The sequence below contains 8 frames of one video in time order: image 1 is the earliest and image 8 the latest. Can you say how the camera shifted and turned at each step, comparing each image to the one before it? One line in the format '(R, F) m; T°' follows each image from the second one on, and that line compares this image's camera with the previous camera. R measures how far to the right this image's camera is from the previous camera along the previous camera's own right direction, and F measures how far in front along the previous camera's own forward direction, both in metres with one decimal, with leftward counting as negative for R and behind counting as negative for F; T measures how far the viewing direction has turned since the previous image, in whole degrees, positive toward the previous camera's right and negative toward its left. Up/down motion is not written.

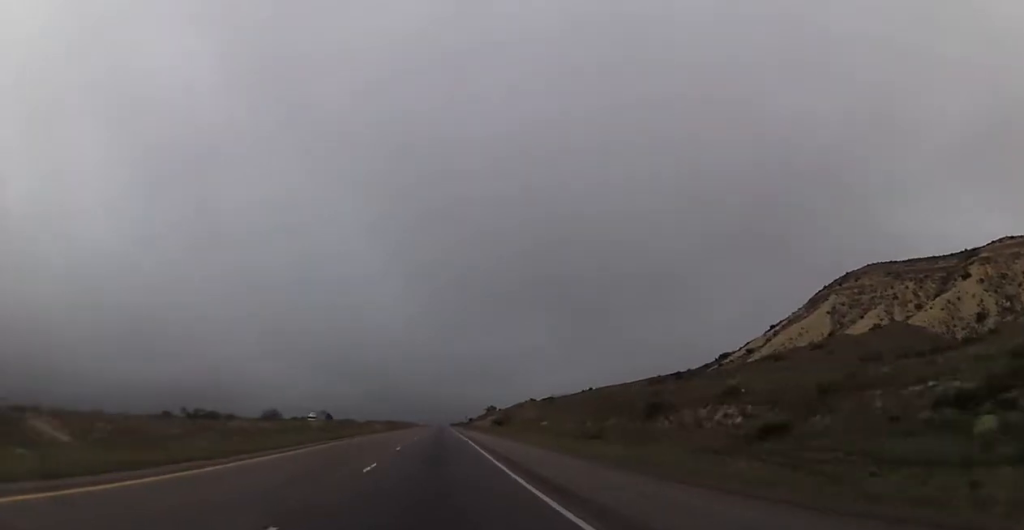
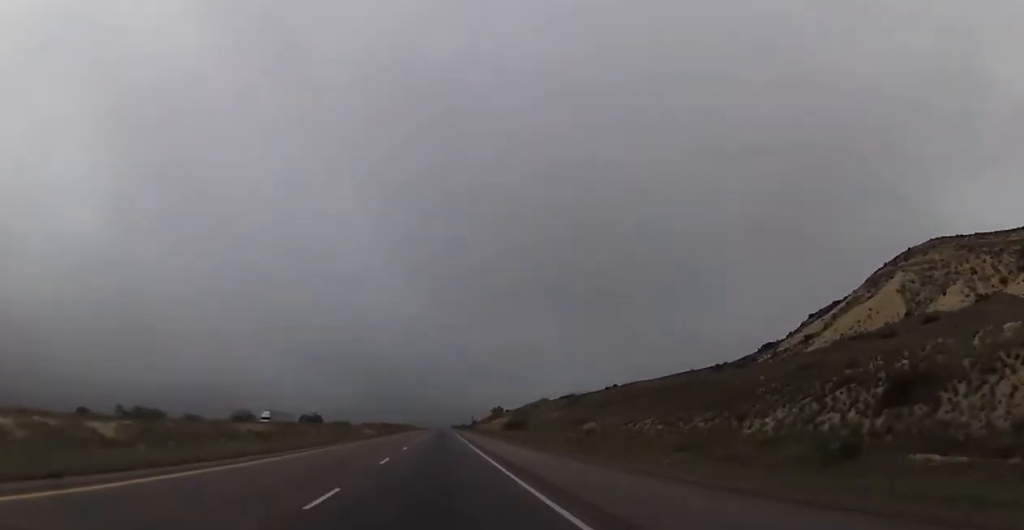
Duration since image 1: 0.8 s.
(+0.1, +31.3) m; 0°
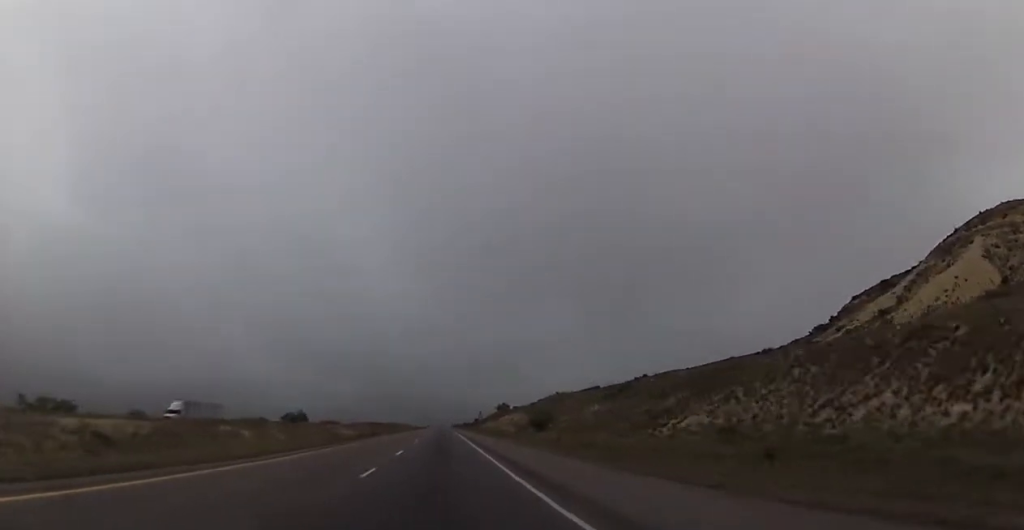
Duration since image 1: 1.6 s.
(-0.2, +30.0) m; 0°
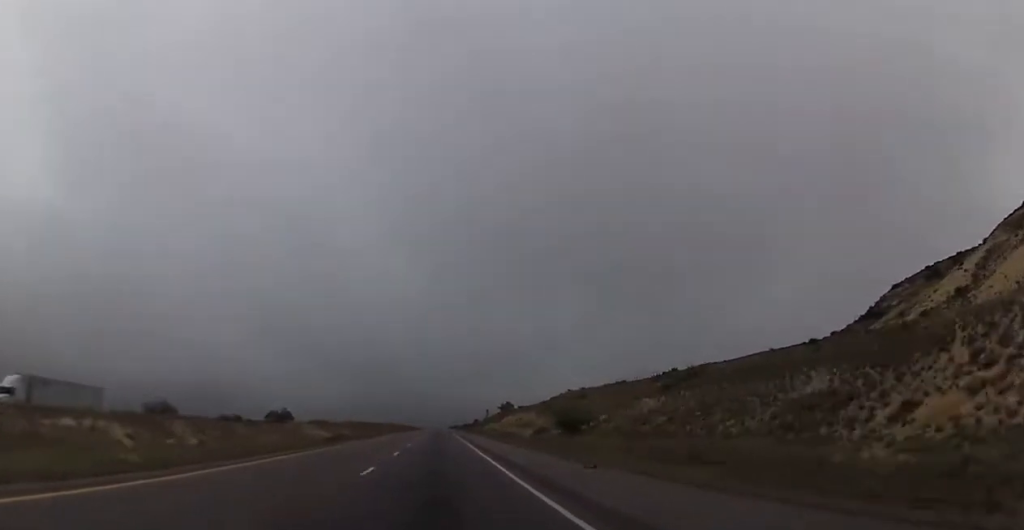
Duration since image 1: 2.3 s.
(-0.2, +23.8) m; 0°
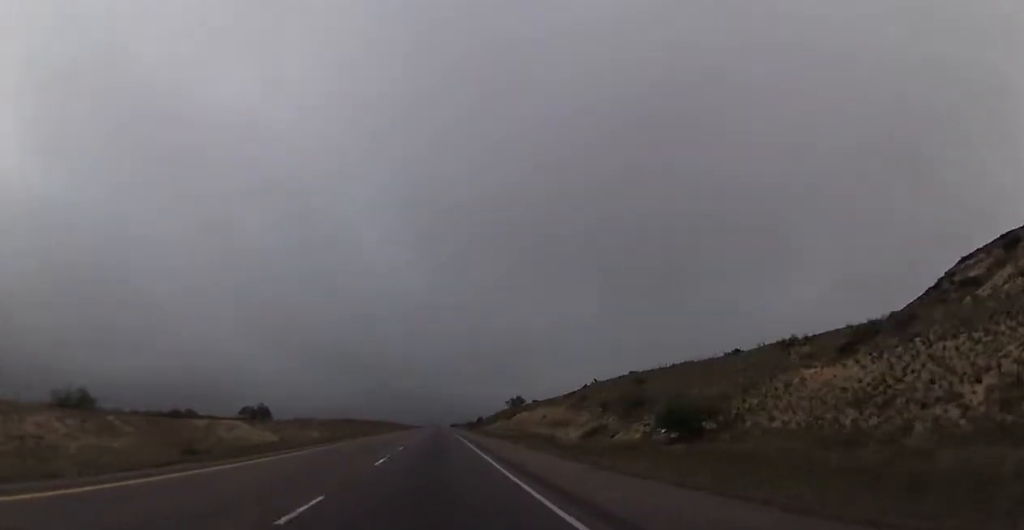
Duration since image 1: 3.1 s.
(+0.5, +32.5) m; 0°
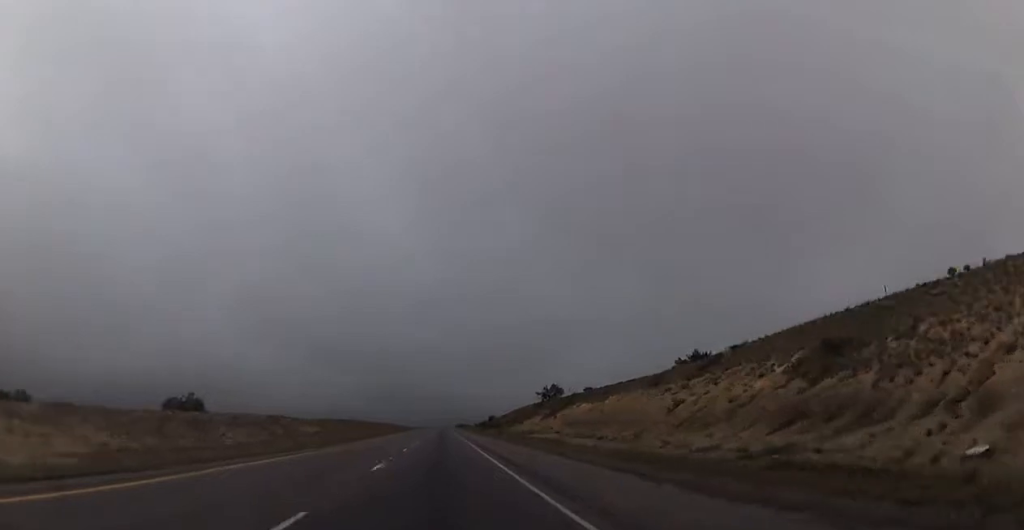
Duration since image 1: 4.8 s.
(-0.2, +62.5) m; 0°
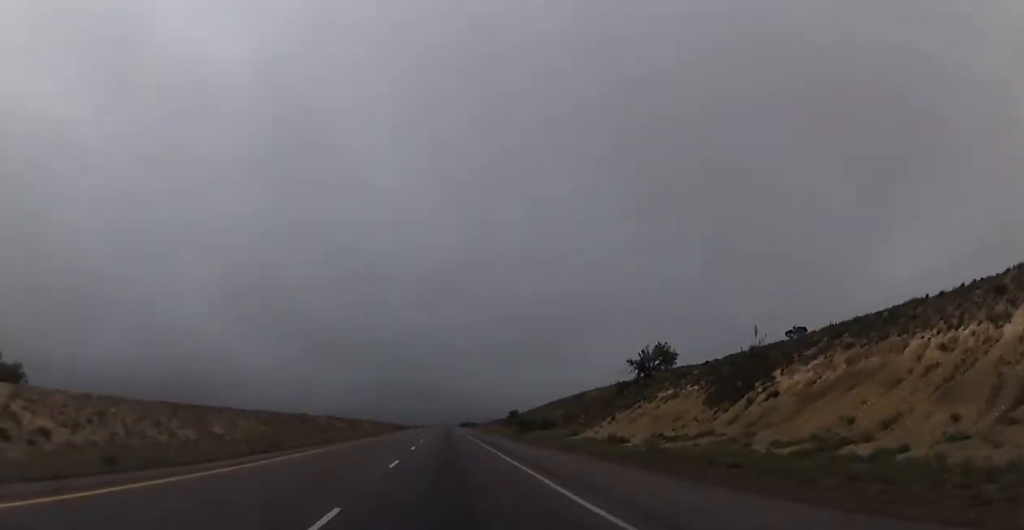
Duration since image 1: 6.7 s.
(-0.1, +72.6) m; 0°
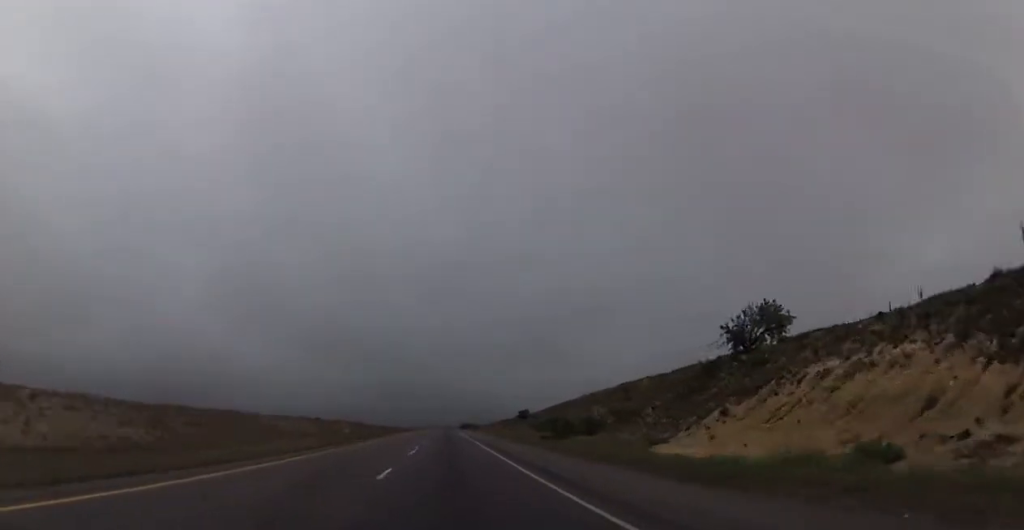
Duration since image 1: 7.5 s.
(+0.1, +27.6) m; 0°
